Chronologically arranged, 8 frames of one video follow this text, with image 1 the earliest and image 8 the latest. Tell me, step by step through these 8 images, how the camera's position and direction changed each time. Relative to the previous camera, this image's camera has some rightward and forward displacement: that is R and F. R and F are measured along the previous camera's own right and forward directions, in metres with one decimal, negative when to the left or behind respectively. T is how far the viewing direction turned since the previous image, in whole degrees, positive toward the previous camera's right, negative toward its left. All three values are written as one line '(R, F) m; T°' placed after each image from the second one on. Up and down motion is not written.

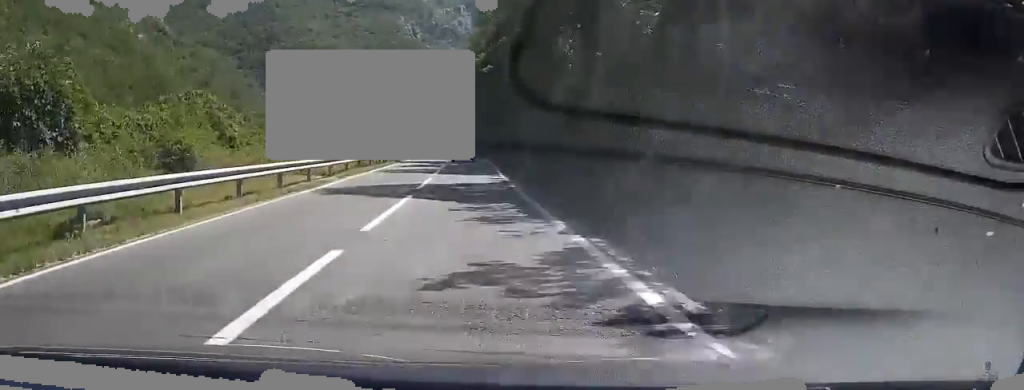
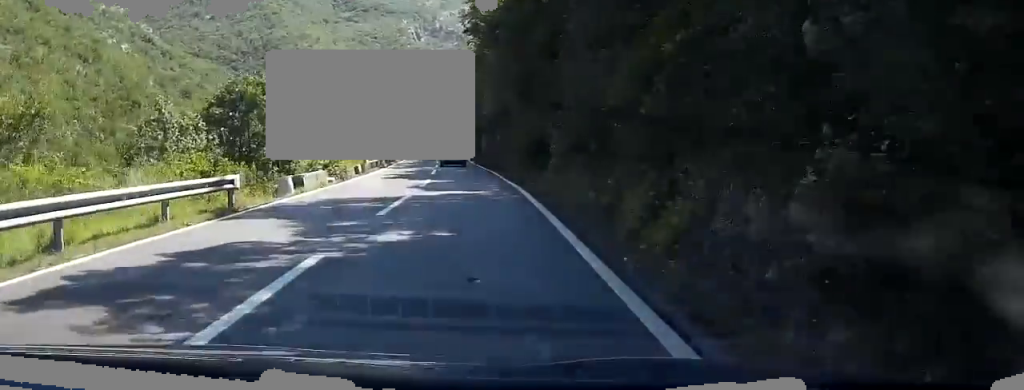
(+0.3, +37.2) m; +1°
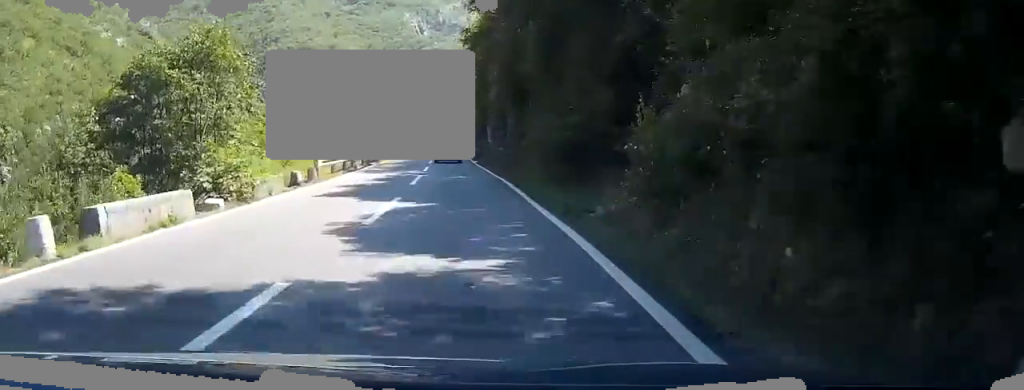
(0.0, +13.2) m; 0°
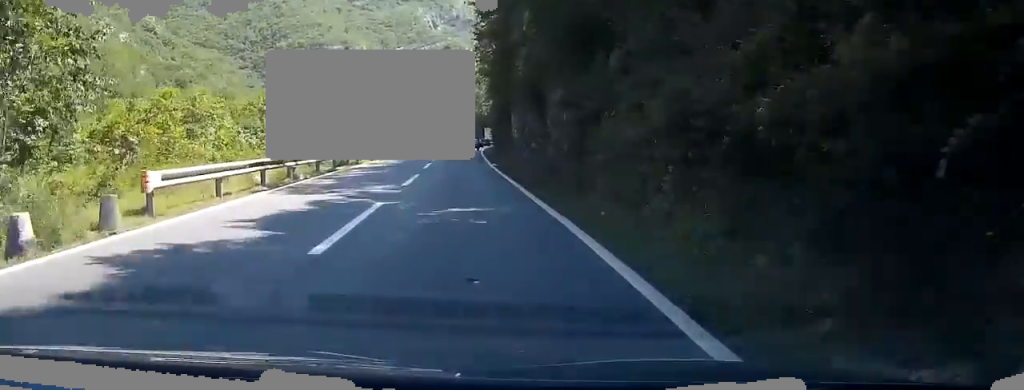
(-0.1, +15.9) m; -1°
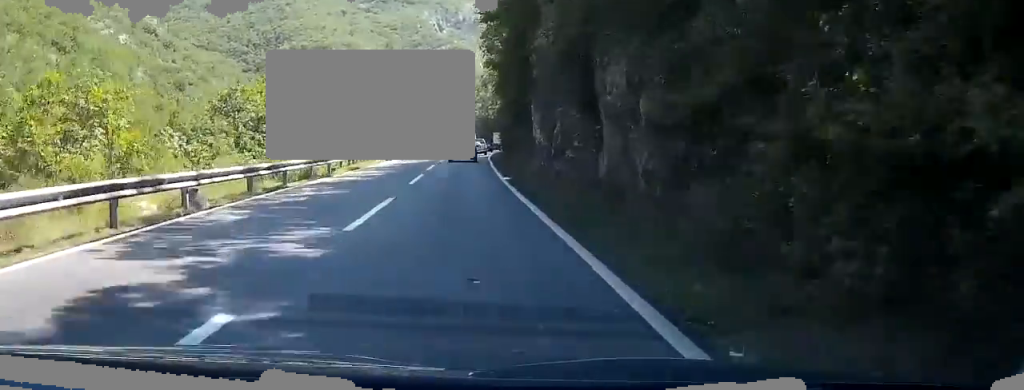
(-0.1, +9.1) m; -1°
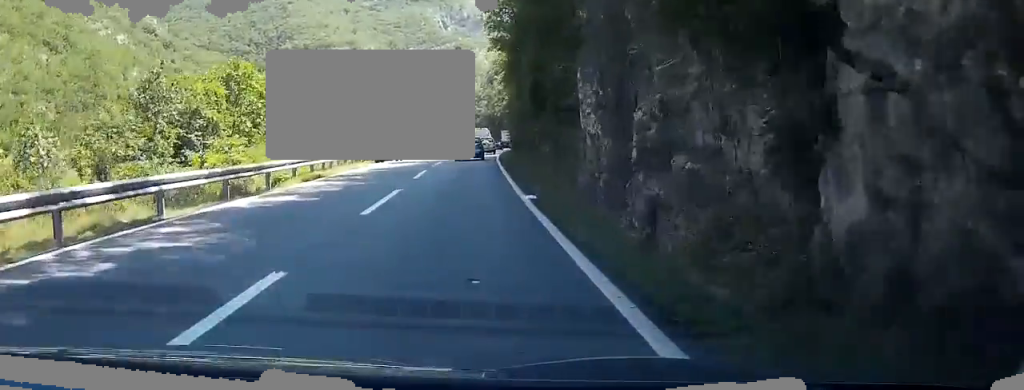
(0.0, +9.2) m; 0°
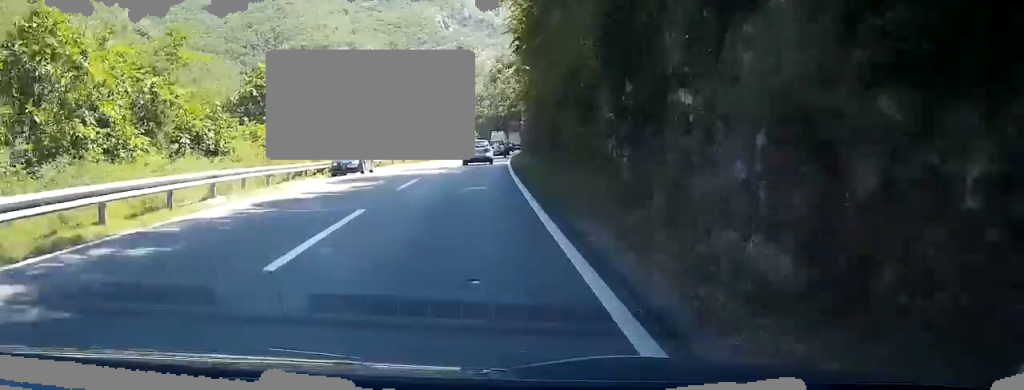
(-0.1, +17.2) m; 0°
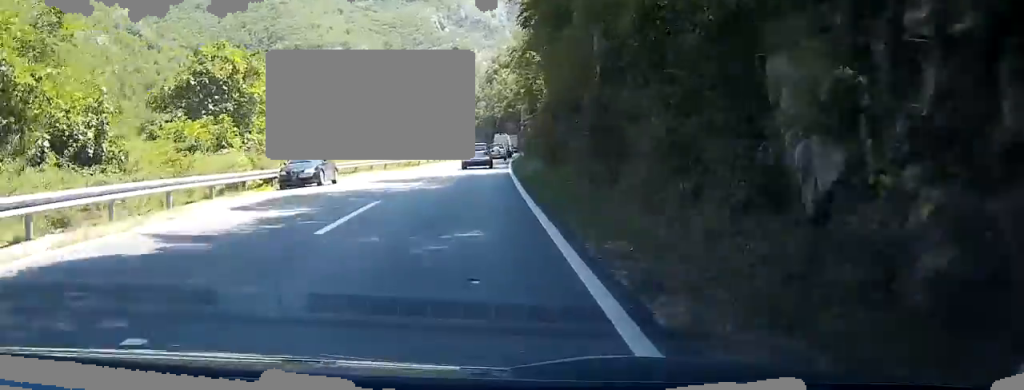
(0.0, +9.1) m; 0°
